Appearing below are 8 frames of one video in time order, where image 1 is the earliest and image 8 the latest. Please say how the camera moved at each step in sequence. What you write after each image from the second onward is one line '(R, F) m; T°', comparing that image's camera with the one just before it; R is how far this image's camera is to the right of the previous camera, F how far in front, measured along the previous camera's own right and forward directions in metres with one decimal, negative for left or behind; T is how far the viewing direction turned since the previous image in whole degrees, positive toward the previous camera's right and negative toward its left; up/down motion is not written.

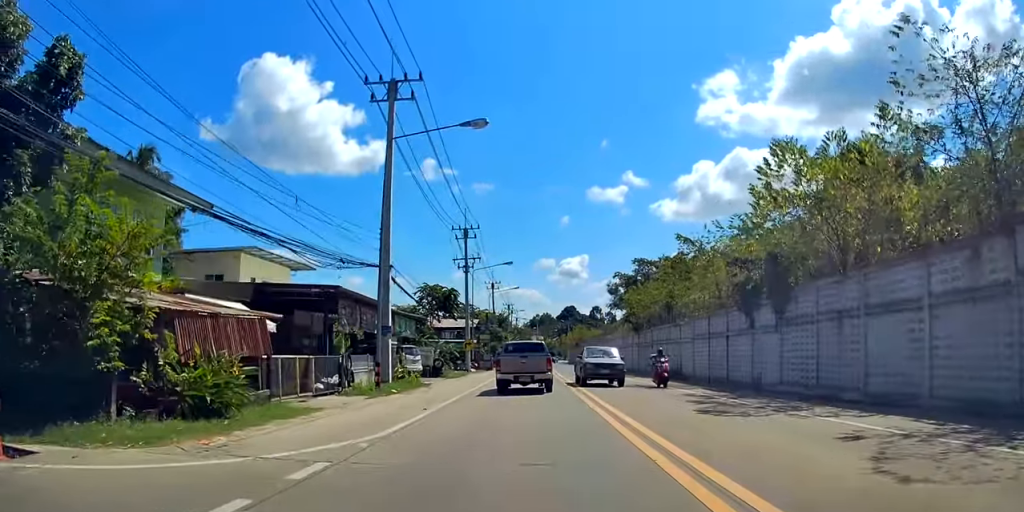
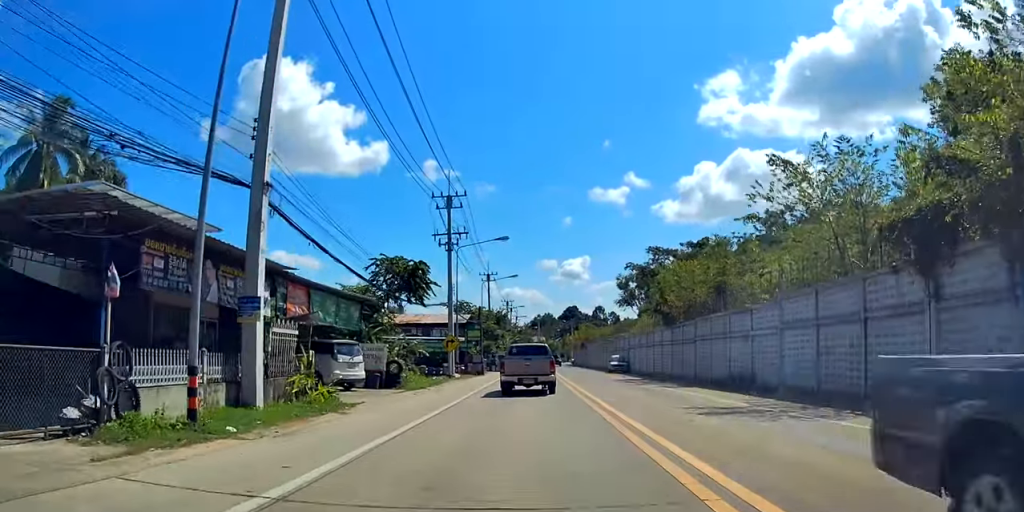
(+0.2, +12.0) m; +4°
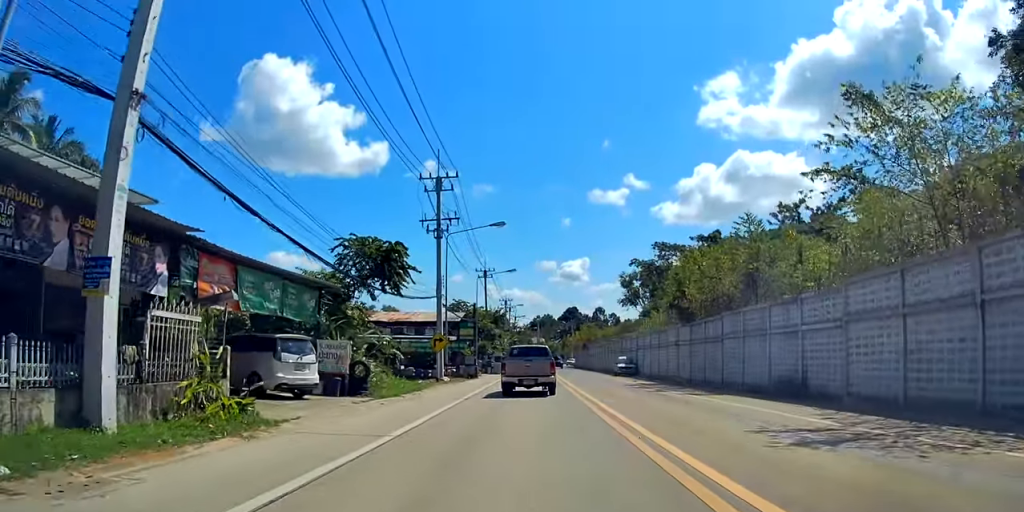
(+0.4, +4.8) m; 0°
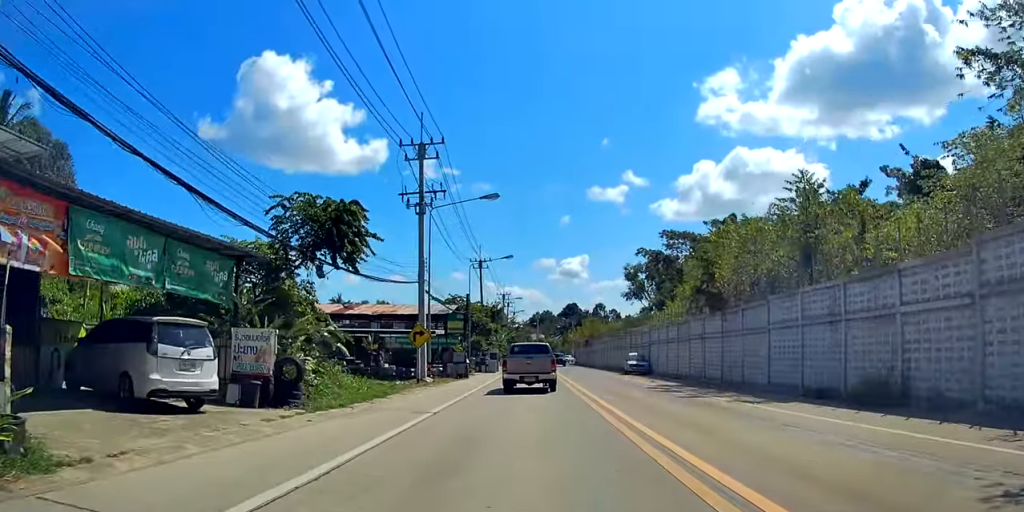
(+0.2, +6.1) m; -1°
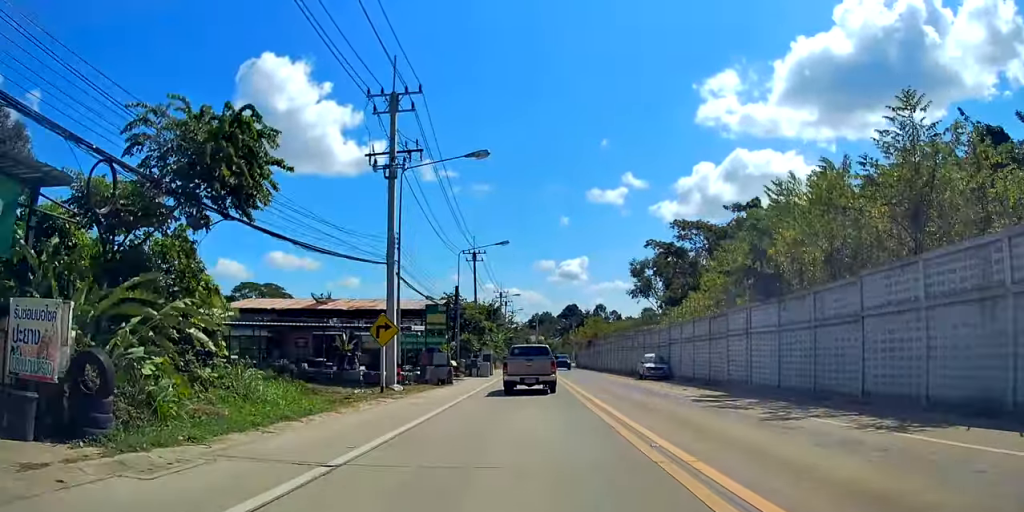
(-0.5, +7.3) m; -3°
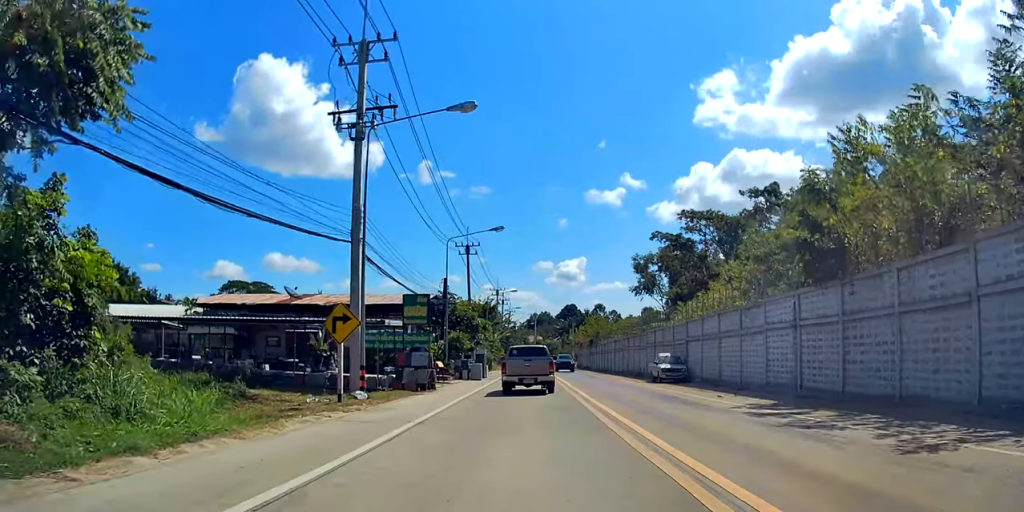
(-0.1, +5.2) m; -1°
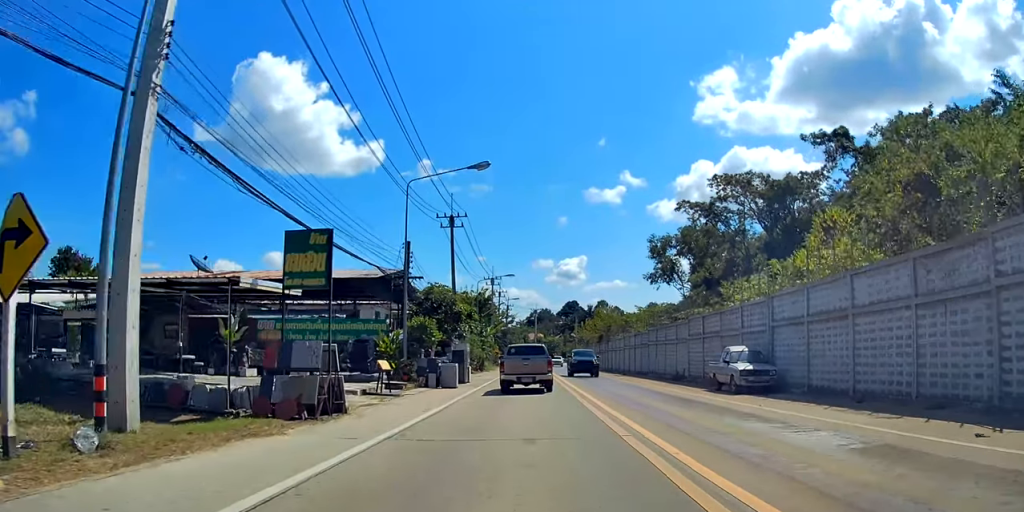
(0.0, +13.5) m; +2°
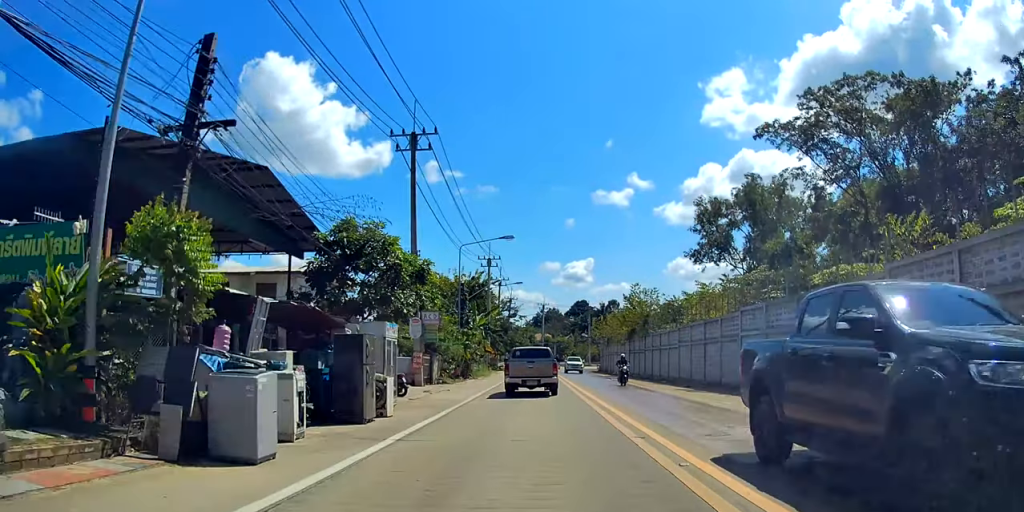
(+1.0, +20.0) m; +2°
